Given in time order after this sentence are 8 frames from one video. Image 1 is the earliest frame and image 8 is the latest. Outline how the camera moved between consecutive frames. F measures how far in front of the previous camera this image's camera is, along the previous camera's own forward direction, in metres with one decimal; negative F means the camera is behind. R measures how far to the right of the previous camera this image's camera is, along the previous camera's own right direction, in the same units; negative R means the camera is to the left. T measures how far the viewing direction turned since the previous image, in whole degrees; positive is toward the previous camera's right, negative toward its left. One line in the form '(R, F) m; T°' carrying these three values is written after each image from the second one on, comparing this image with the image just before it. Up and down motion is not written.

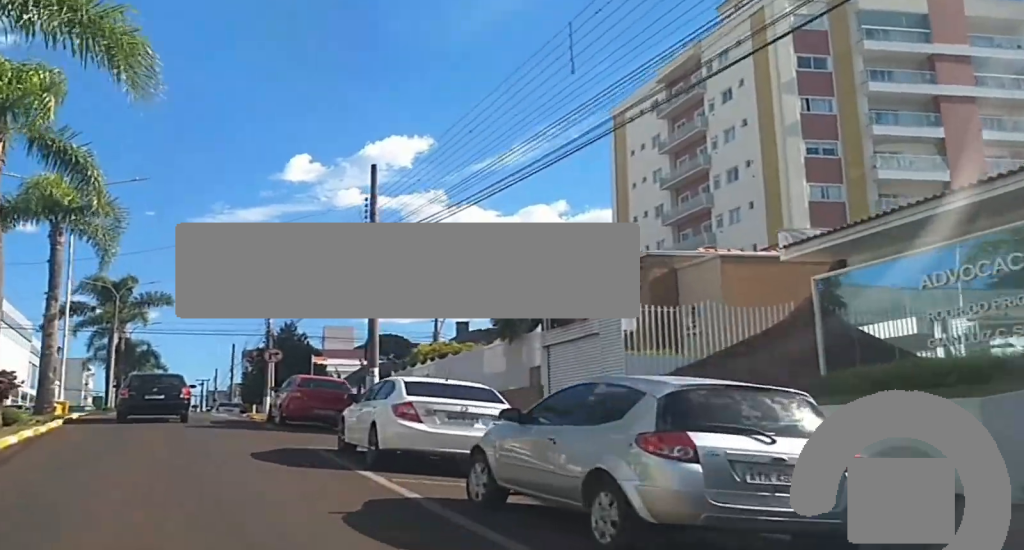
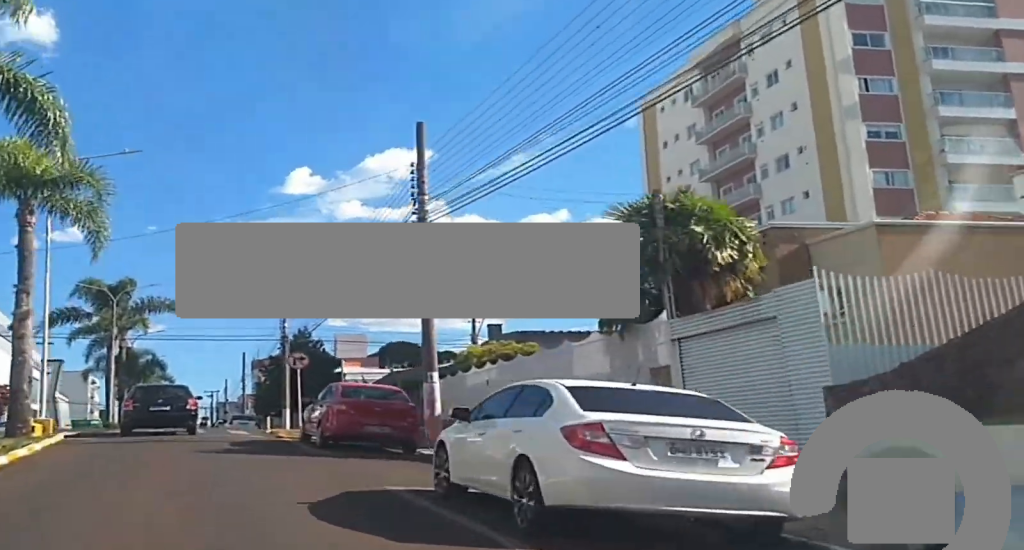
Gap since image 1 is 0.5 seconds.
(0.0, +5.9) m; 0°
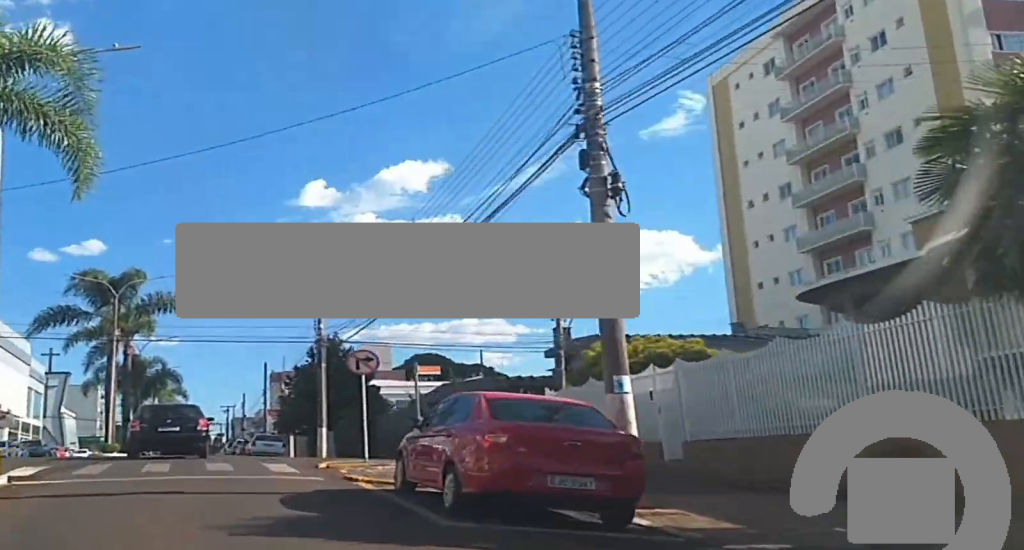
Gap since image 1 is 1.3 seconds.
(0.0, +9.2) m; -1°
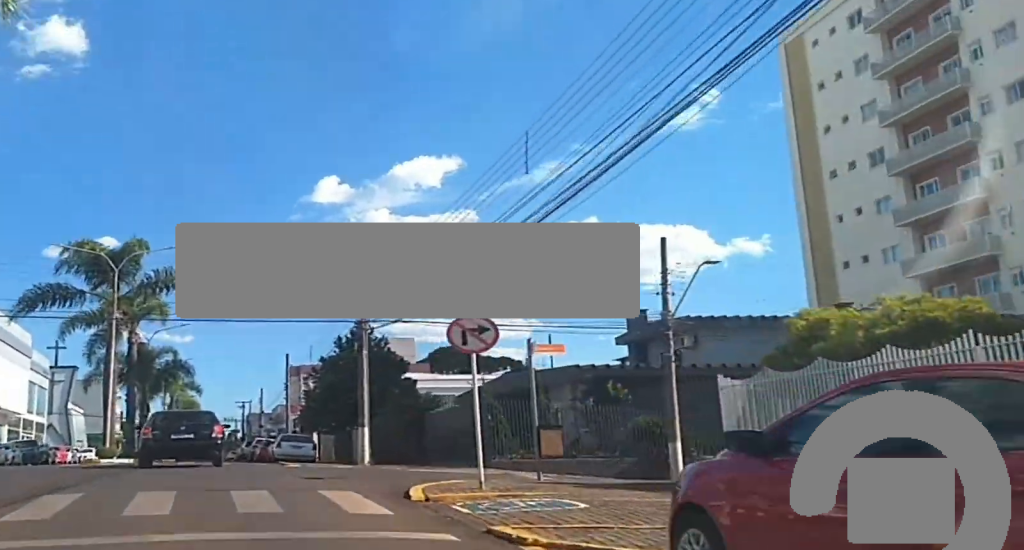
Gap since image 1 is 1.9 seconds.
(-0.2, +7.6) m; 0°
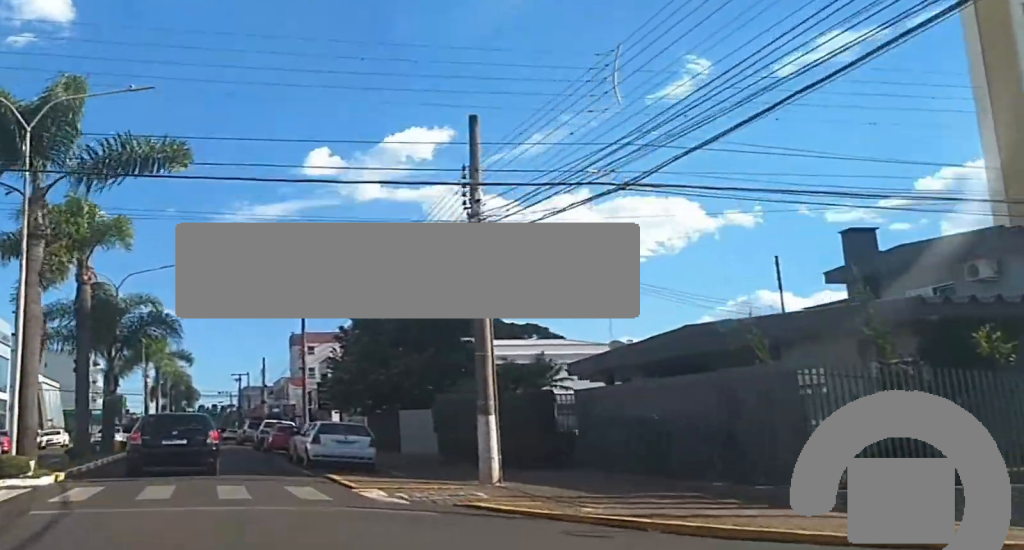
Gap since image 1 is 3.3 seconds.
(0.0, +17.0) m; +1°
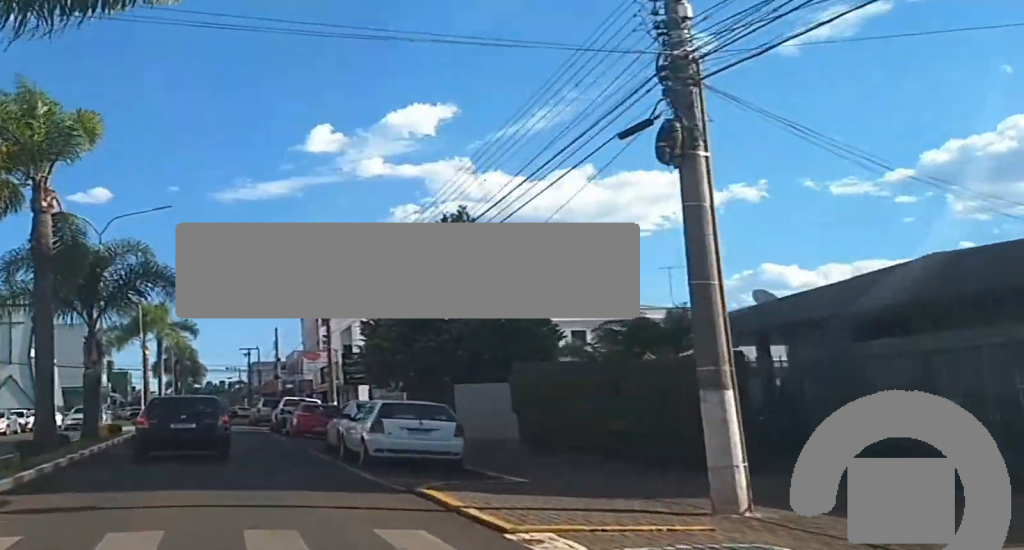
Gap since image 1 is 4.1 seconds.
(0.0, +8.9) m; 0°
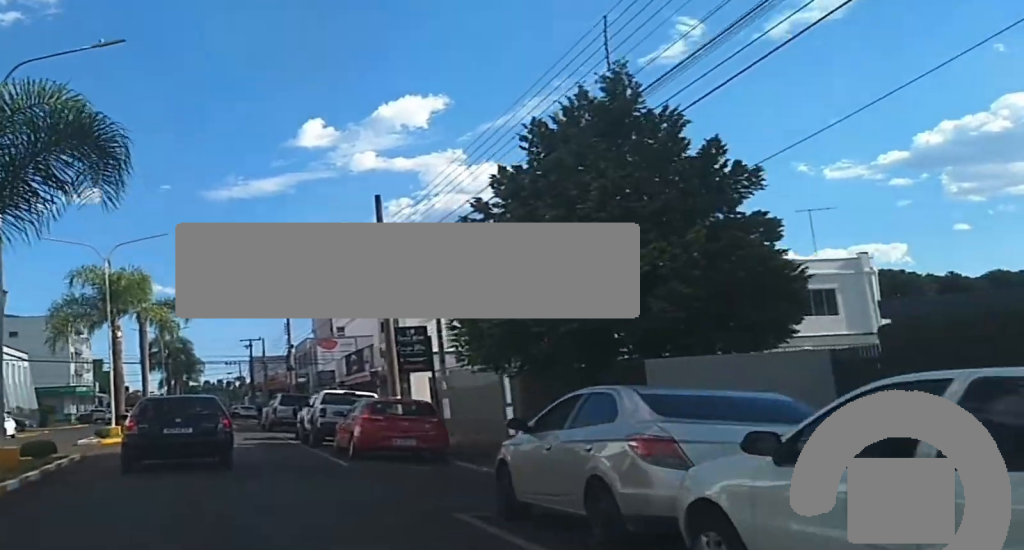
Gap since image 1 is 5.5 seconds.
(-0.1, +16.0) m; -2°
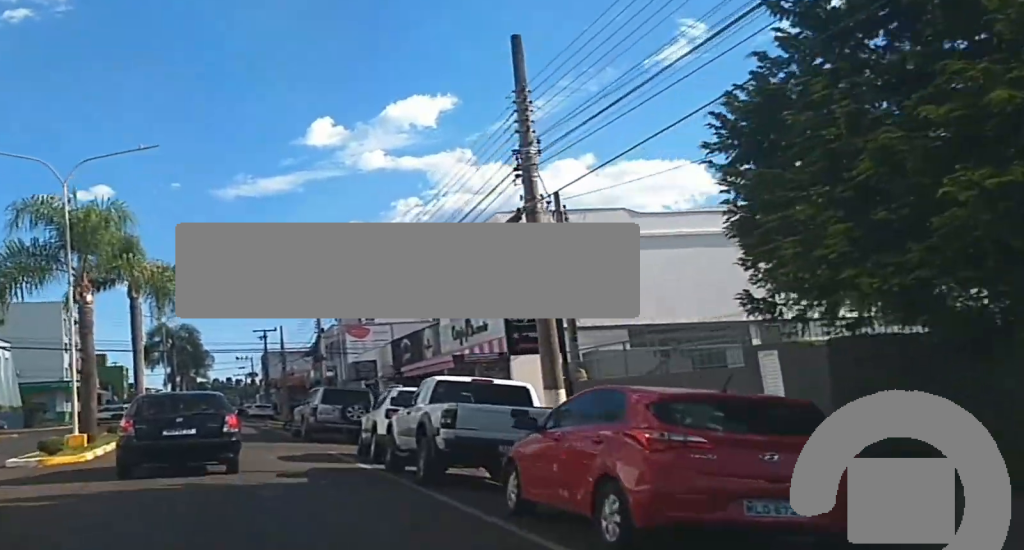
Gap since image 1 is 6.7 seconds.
(-0.3, +13.4) m; 0°
